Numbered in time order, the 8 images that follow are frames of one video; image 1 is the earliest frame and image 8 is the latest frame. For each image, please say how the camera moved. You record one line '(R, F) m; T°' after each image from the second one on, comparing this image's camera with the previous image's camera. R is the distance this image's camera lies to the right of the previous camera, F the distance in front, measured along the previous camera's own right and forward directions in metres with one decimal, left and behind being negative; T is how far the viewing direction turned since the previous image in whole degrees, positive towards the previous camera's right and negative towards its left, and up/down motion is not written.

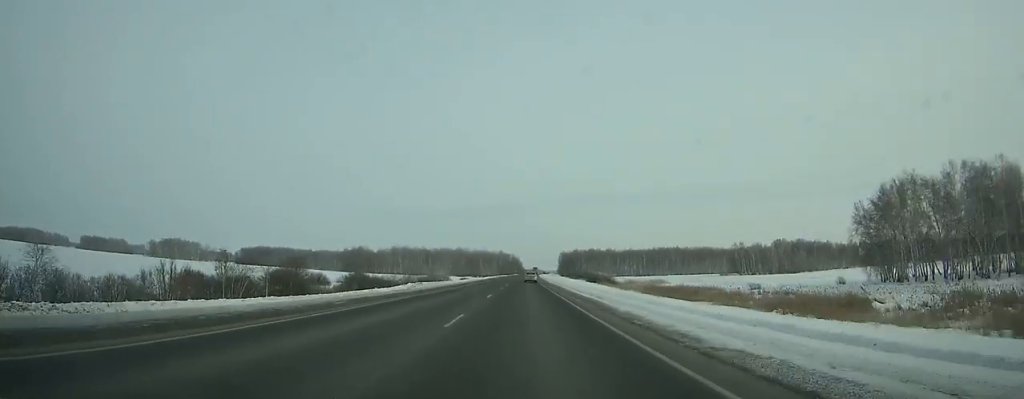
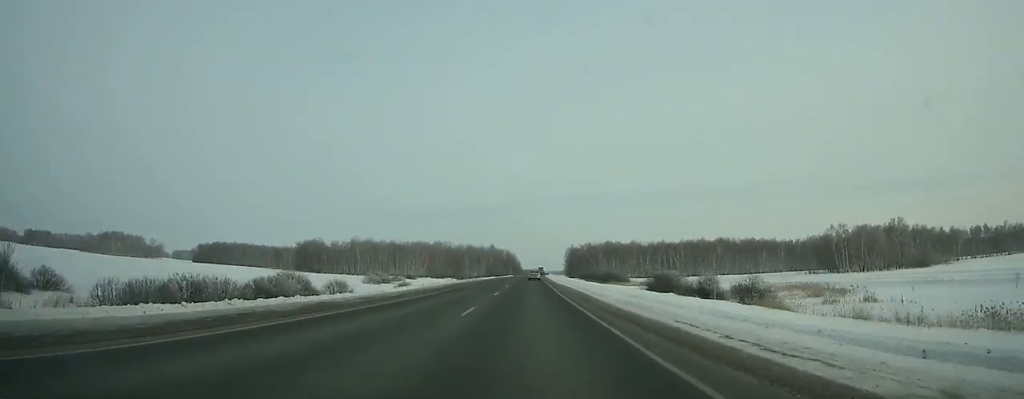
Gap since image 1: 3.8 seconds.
(+0.7, +109.9) m; +1°
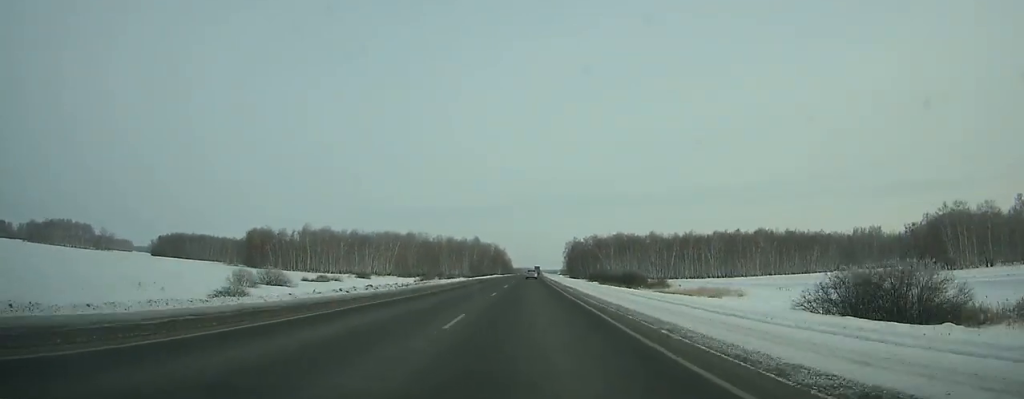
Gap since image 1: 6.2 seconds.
(+0.3, +70.0) m; +1°
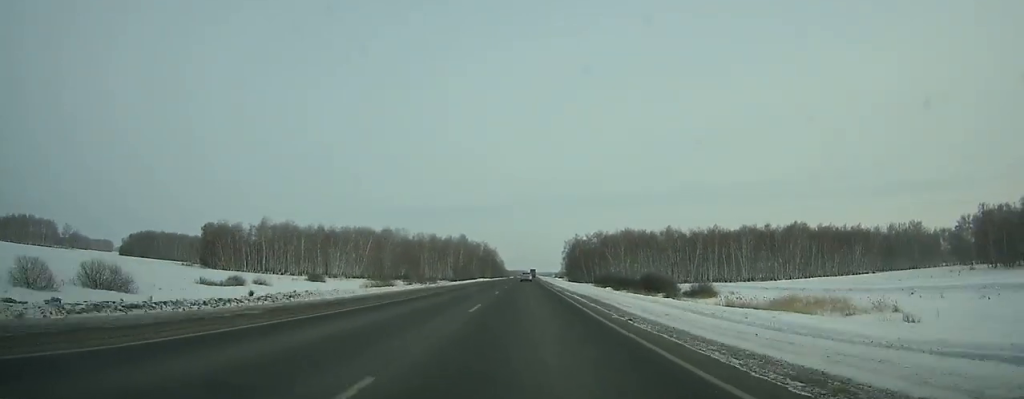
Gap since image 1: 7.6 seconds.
(+0.1, +41.0) m; 0°
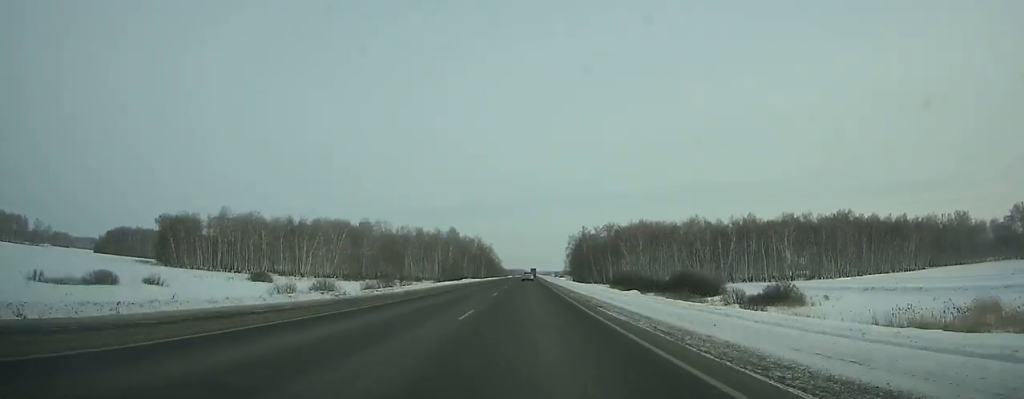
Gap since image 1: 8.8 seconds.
(+0.2, +35.3) m; 0°
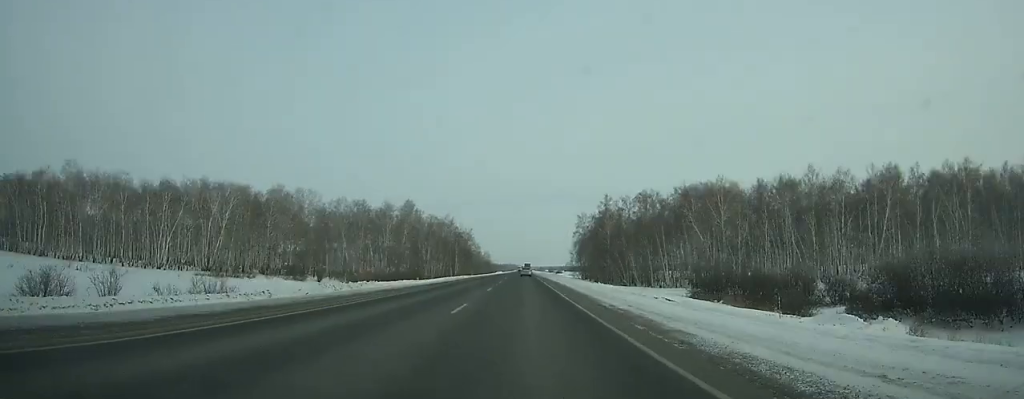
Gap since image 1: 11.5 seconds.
(+0.5, +79.7) m; +1°
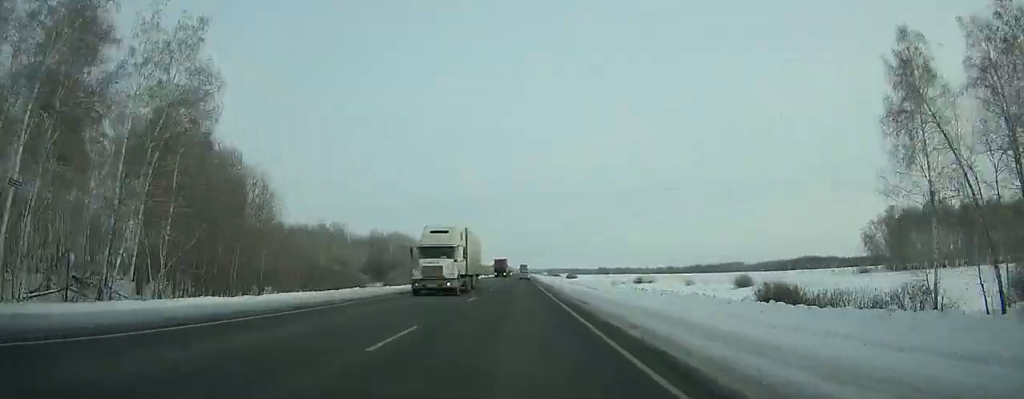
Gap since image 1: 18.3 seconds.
(+0.7, +203.6) m; 0°
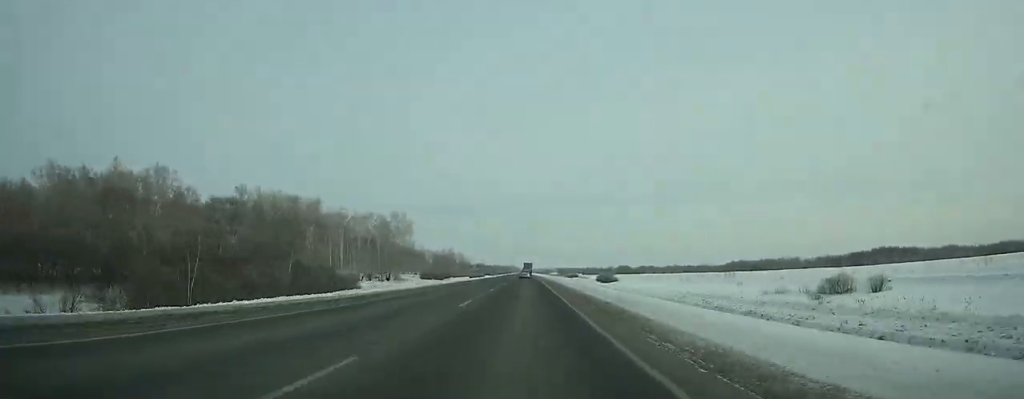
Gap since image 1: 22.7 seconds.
(-0.5, +134.4) m; 0°
